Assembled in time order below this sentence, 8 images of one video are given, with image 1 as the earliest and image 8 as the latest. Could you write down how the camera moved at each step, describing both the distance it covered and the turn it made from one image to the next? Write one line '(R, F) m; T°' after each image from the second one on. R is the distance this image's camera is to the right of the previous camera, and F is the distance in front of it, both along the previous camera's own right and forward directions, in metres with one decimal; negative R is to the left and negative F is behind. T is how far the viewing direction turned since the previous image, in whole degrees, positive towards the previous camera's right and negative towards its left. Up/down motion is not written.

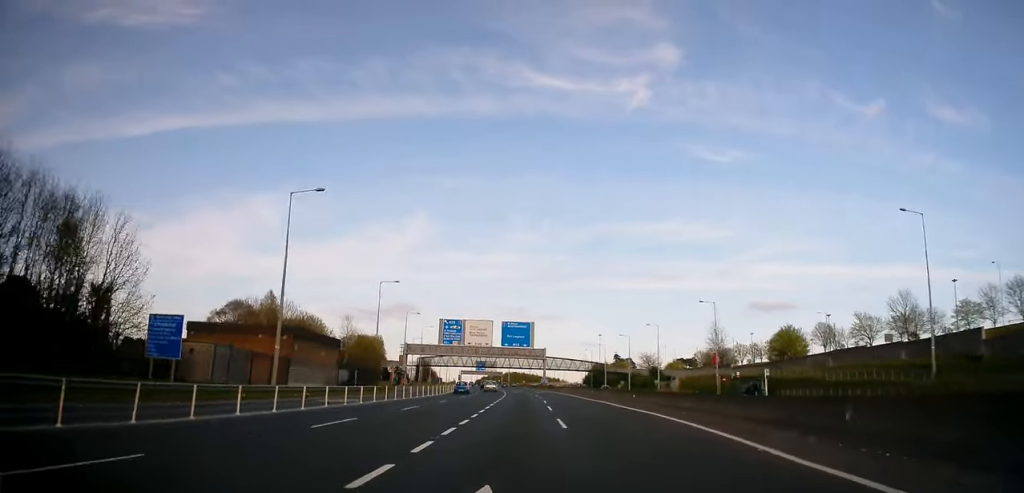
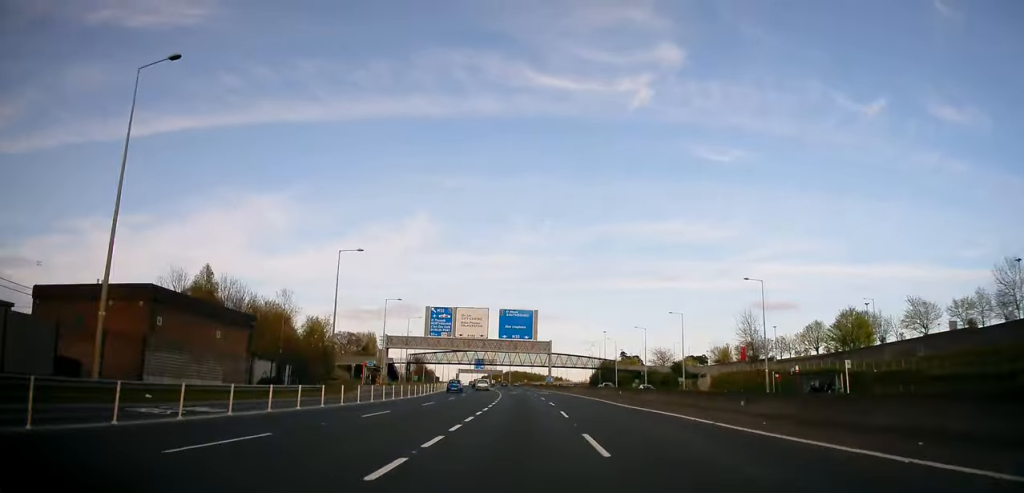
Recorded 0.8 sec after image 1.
(+0.4, +18.6) m; -1°
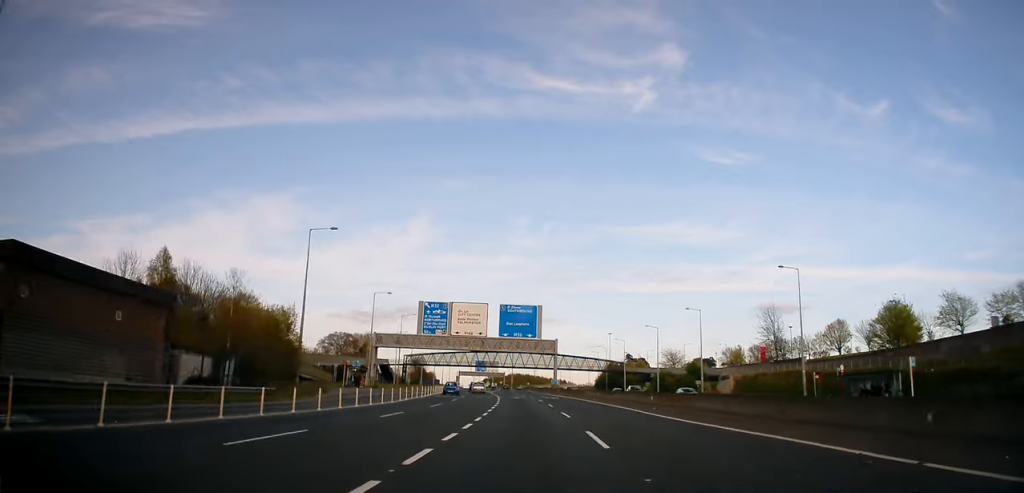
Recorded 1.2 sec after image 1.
(-0.4, +9.6) m; -1°
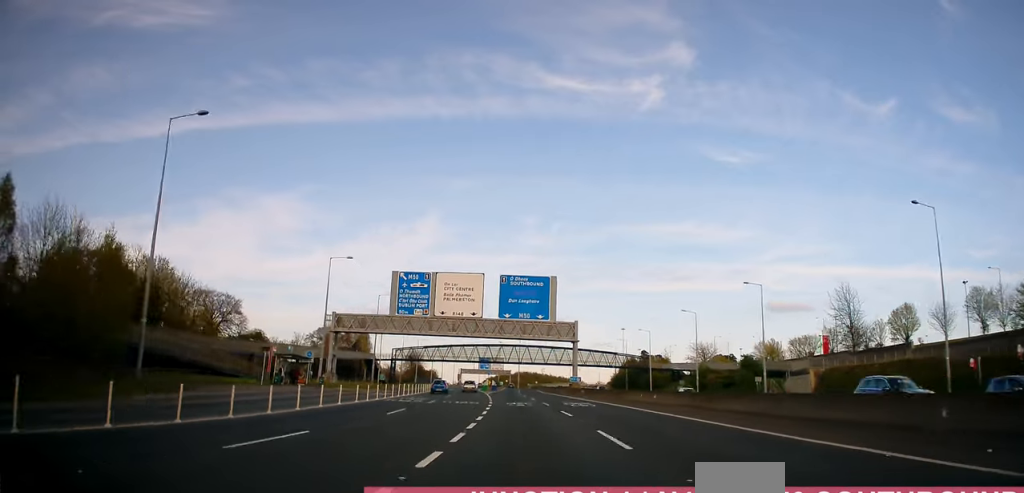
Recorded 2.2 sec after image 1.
(-0.4, +23.7) m; 0°
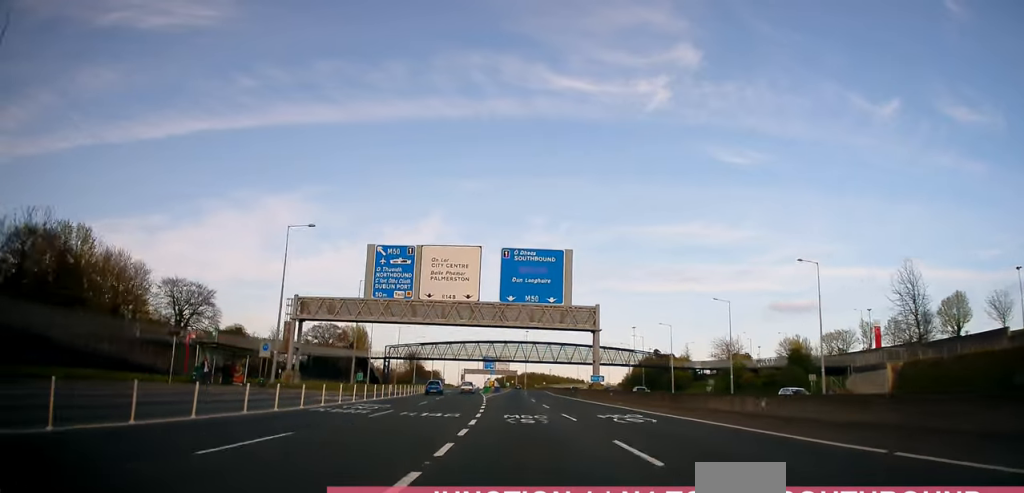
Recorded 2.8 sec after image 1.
(+0.2, +14.0) m; +1°
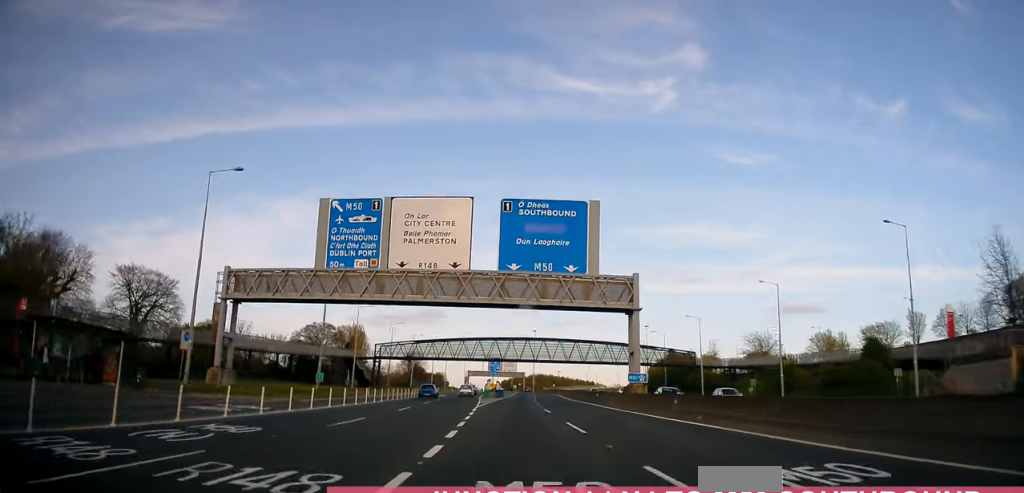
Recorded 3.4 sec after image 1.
(0.0, +15.6) m; -1°
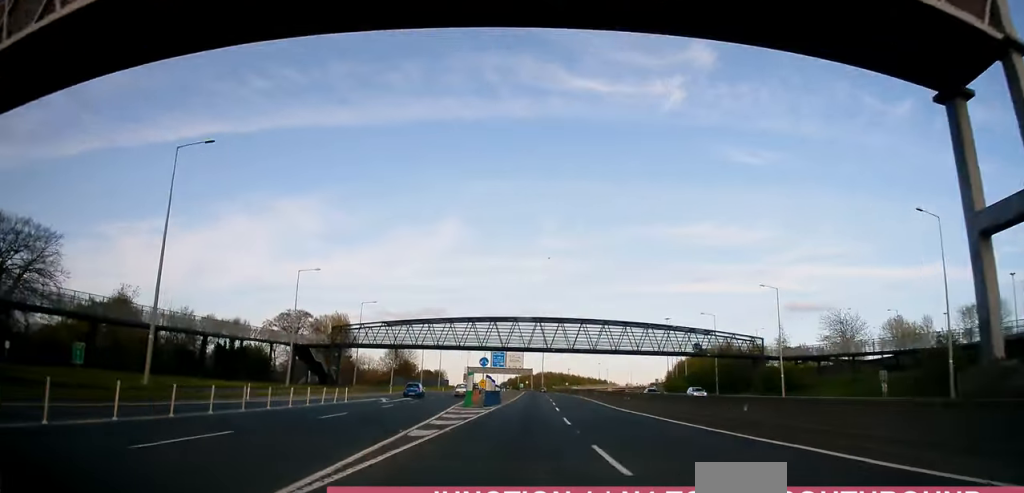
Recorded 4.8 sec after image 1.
(-0.6, +31.1) m; 0°
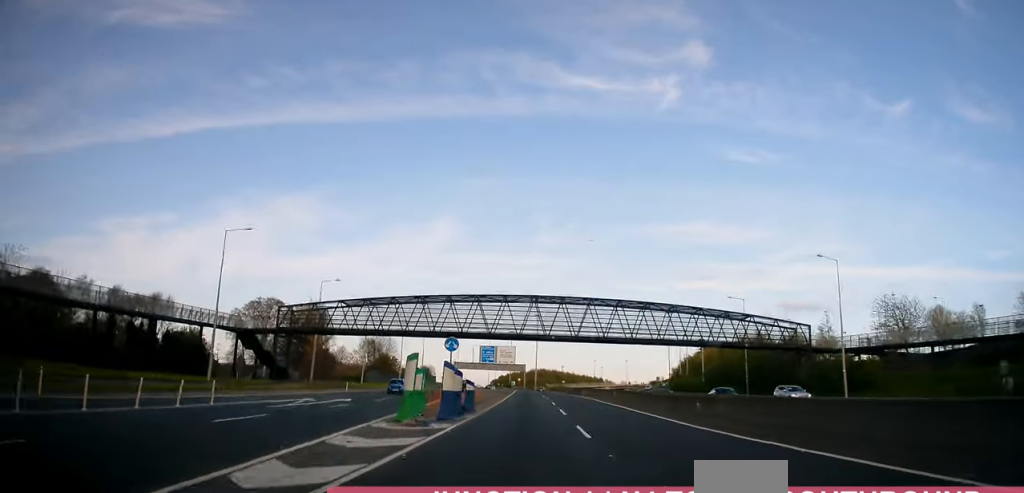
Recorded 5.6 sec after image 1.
(+0.5, +17.4) m; 0°
